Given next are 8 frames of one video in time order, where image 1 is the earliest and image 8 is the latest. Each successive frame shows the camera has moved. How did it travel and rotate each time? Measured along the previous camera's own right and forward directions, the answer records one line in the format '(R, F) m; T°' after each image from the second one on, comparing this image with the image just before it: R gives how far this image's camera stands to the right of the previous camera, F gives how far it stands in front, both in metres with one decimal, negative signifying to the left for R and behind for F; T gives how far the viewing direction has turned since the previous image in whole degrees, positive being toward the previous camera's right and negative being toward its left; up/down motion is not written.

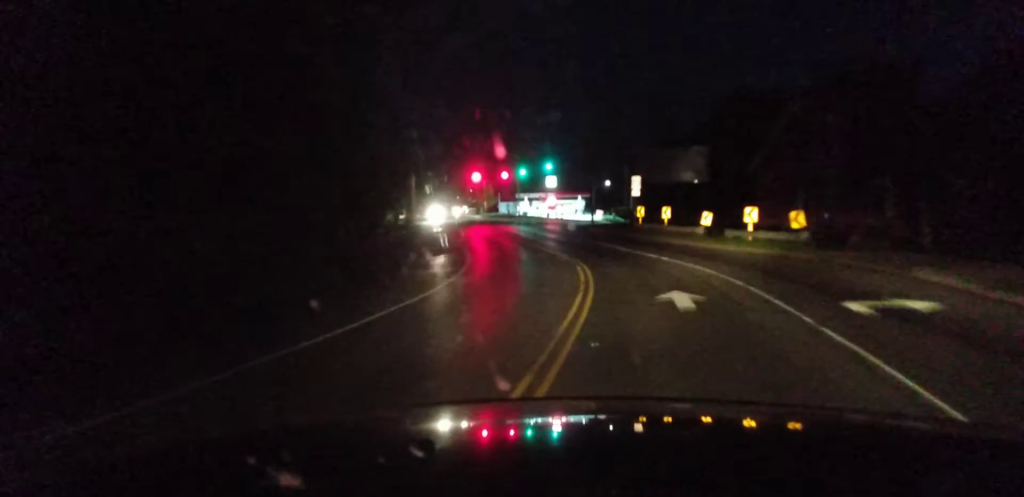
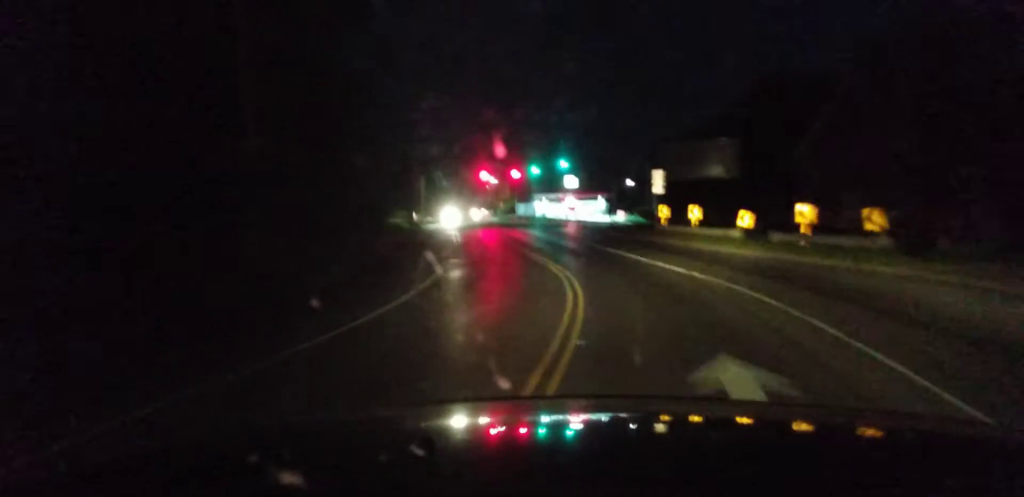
(+0.2, +8.7) m; -1°
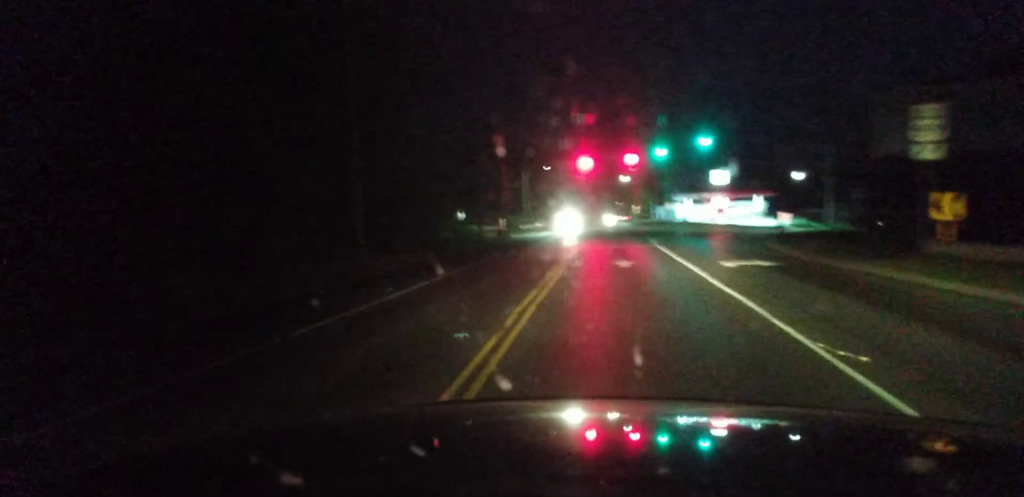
(-1.9, +27.9) m; -8°
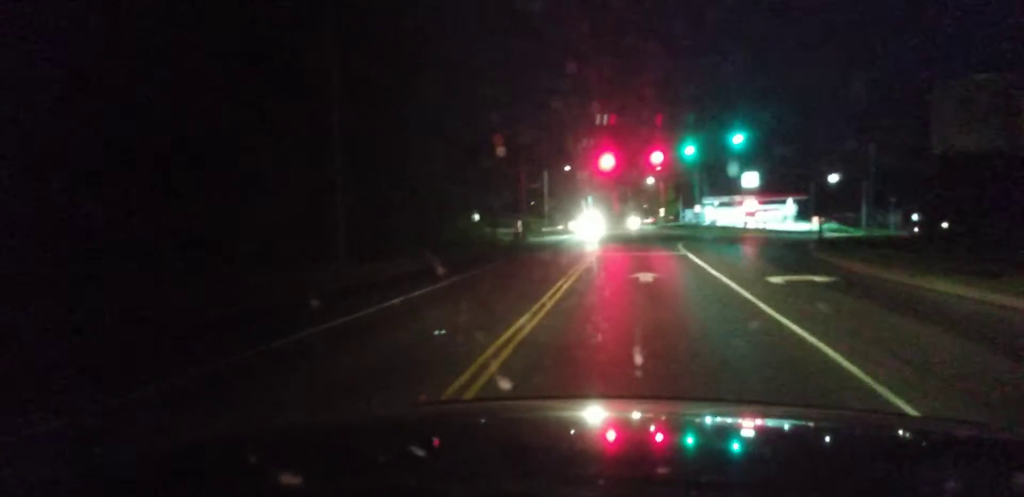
(-0.1, +4.8) m; -2°
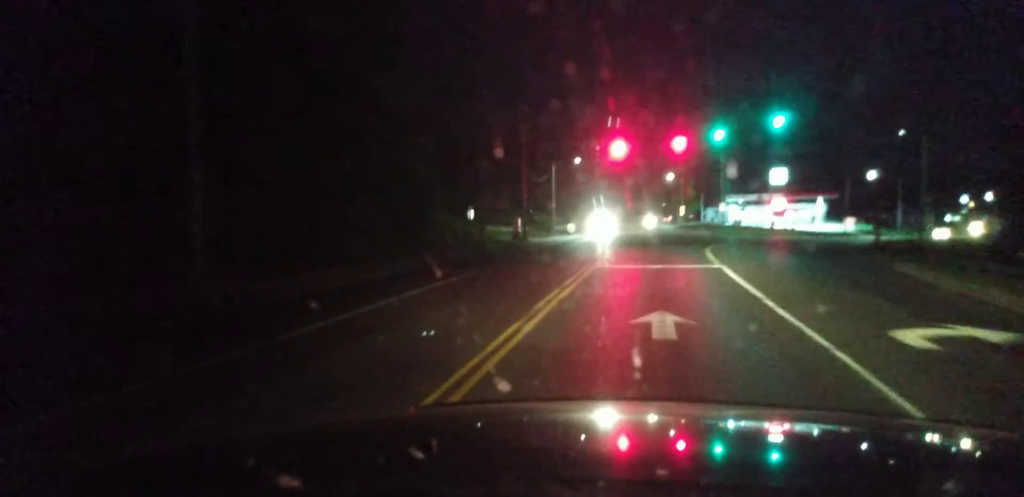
(-0.4, +9.8) m; -2°
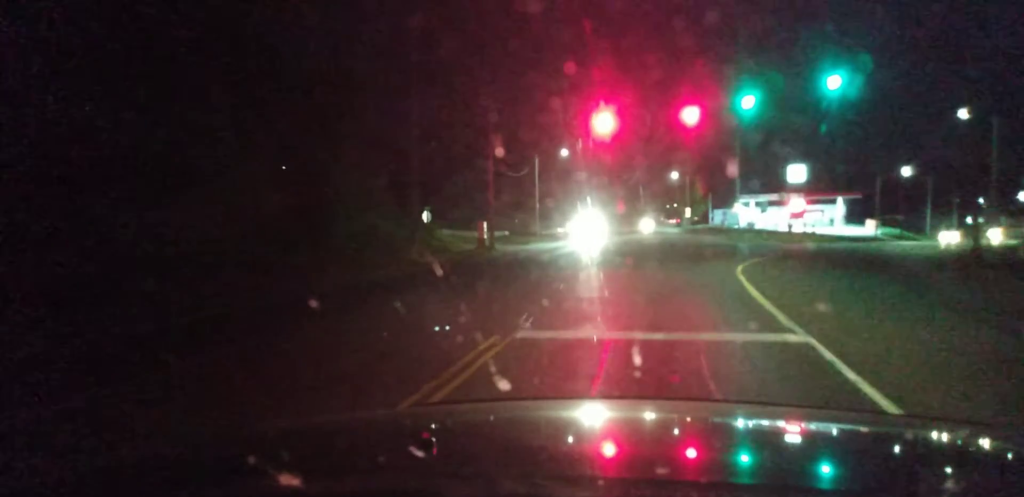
(-0.3, +17.5) m; -4°
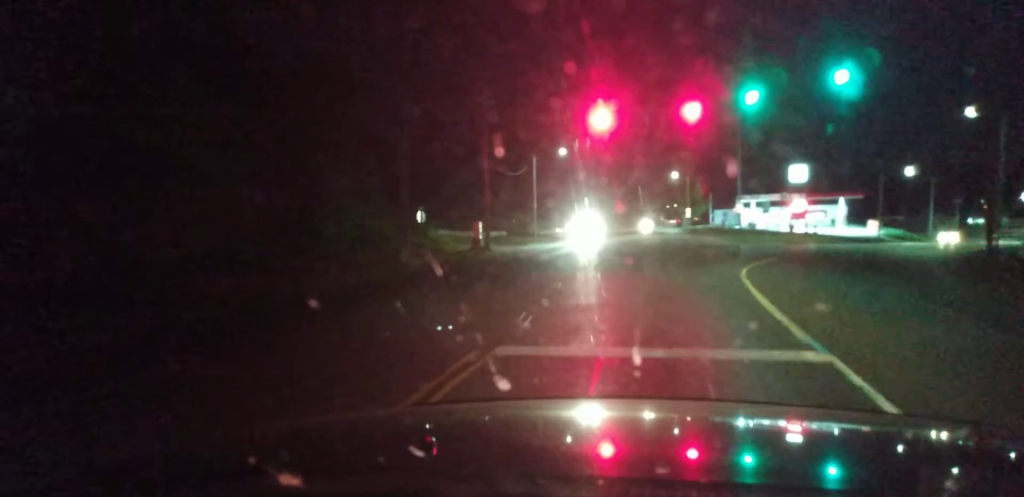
(0.0, +1.8) m; 0°
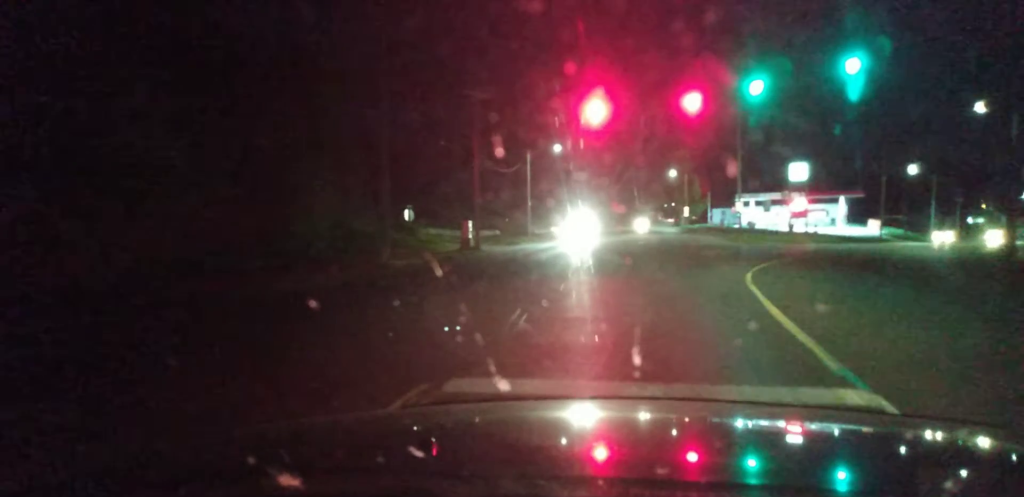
(-0.1, +2.7) m; +2°
